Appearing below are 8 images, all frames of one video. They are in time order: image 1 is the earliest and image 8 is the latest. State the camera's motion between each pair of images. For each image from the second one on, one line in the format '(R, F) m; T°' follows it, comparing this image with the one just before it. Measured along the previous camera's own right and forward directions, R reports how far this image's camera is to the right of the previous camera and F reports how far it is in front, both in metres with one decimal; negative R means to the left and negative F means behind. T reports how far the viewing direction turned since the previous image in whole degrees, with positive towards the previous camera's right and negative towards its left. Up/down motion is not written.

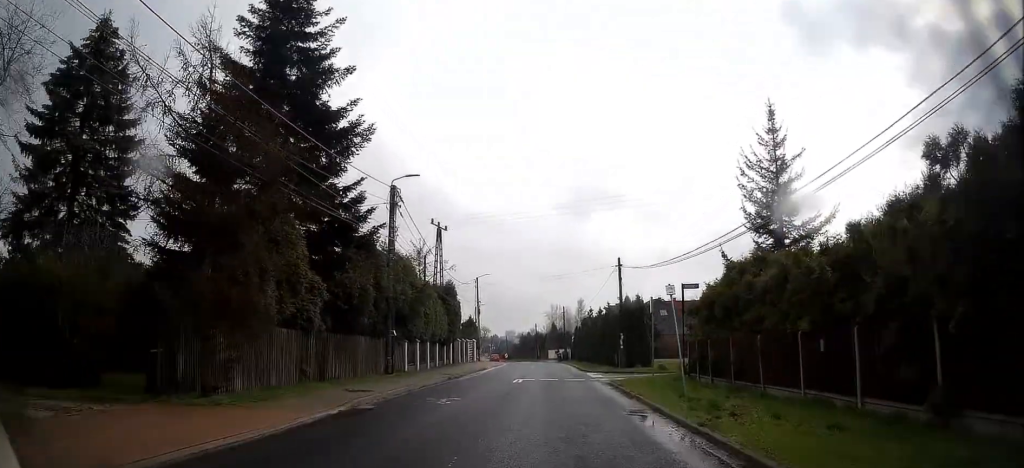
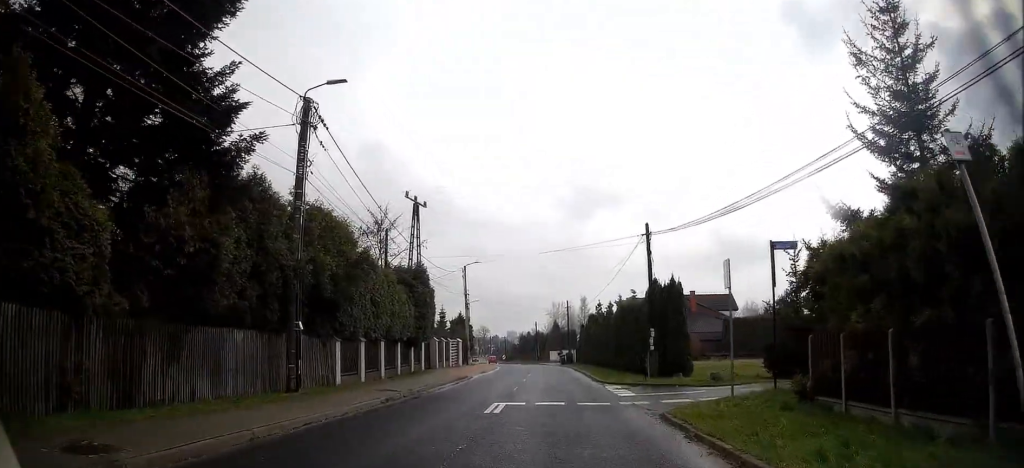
(-0.1, +12.0) m; -1°
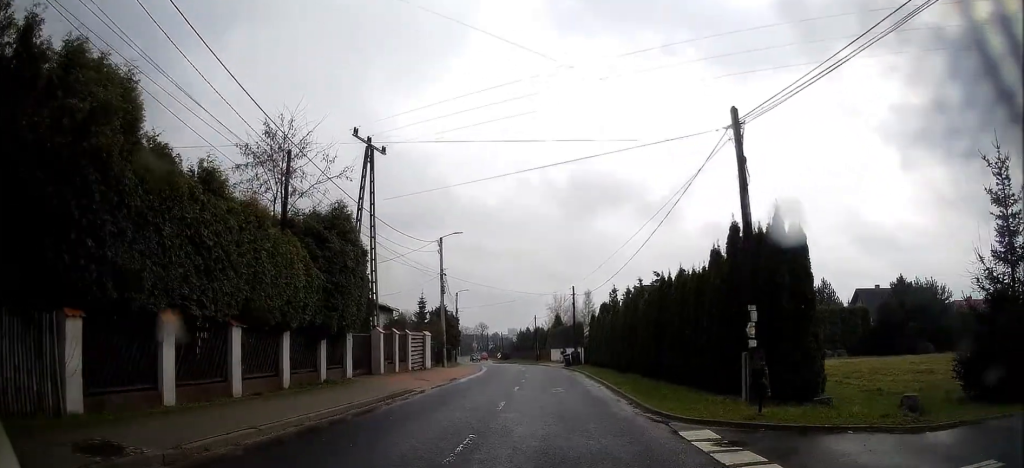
(+0.1, +16.1) m; +1°
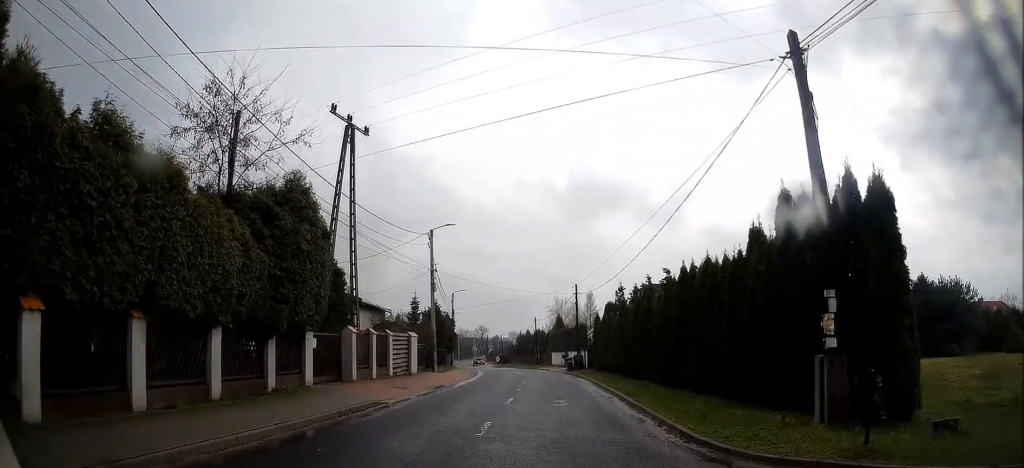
(0.0, +3.9) m; 0°
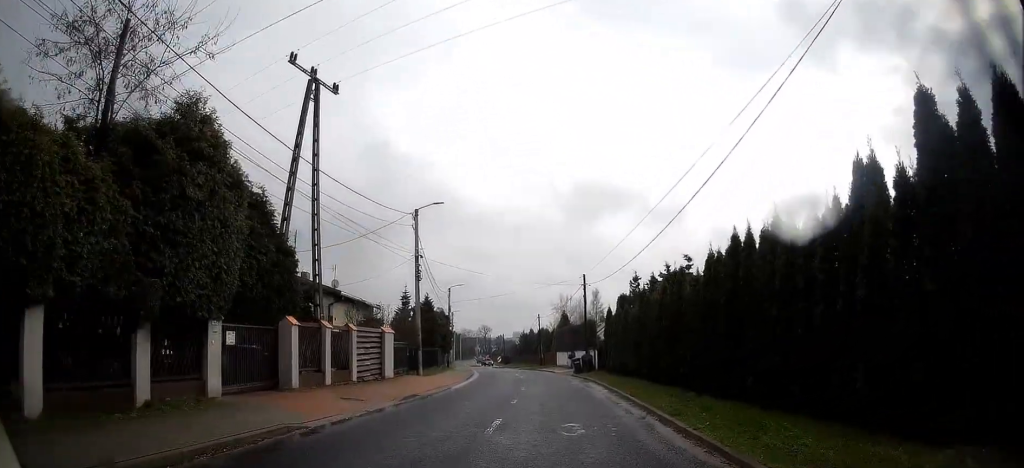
(0.0, +4.9) m; 0°
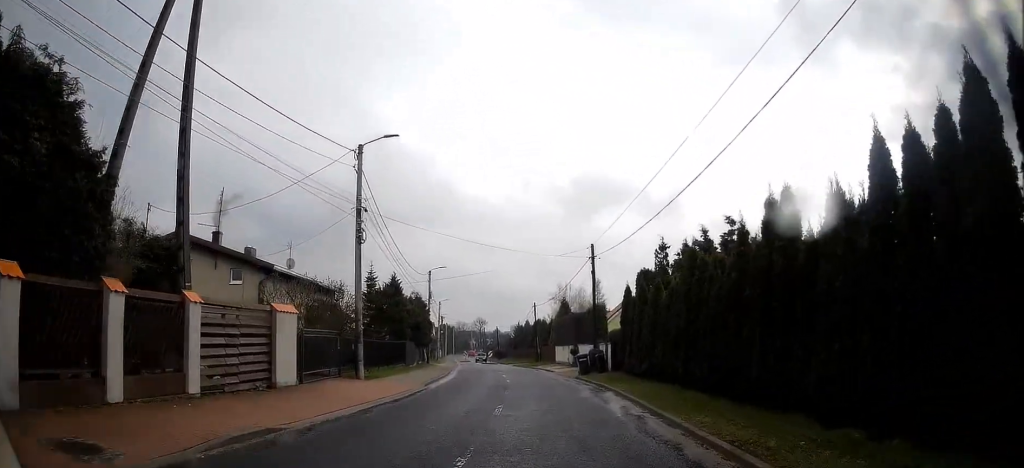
(0.0, +8.0) m; 0°
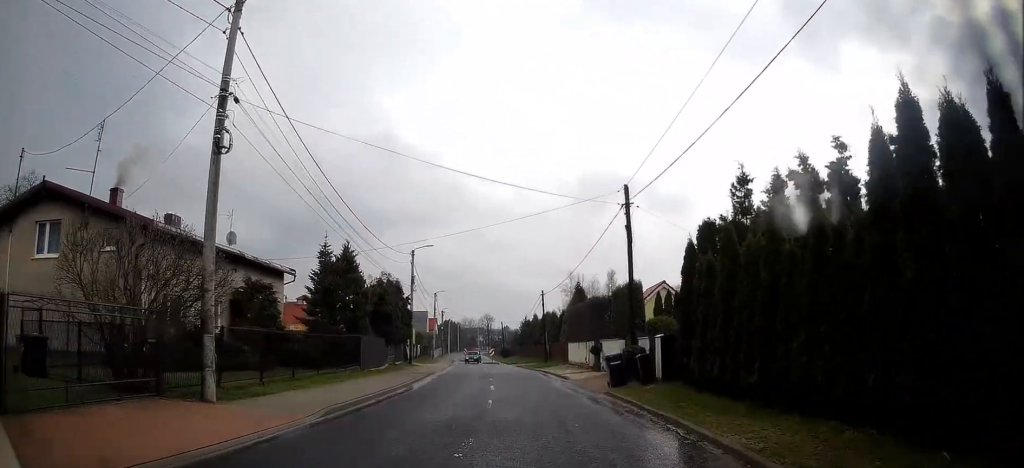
(0.0, +9.4) m; 0°
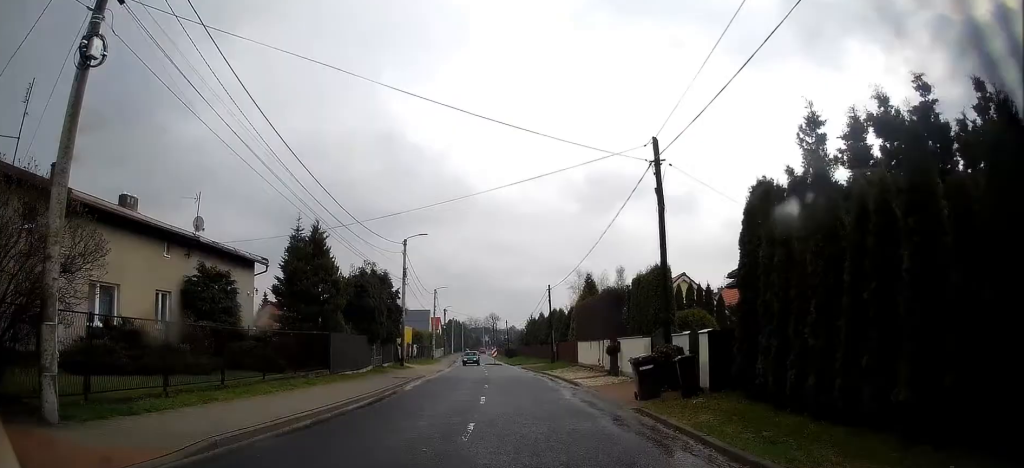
(0.0, +4.3) m; -1°
